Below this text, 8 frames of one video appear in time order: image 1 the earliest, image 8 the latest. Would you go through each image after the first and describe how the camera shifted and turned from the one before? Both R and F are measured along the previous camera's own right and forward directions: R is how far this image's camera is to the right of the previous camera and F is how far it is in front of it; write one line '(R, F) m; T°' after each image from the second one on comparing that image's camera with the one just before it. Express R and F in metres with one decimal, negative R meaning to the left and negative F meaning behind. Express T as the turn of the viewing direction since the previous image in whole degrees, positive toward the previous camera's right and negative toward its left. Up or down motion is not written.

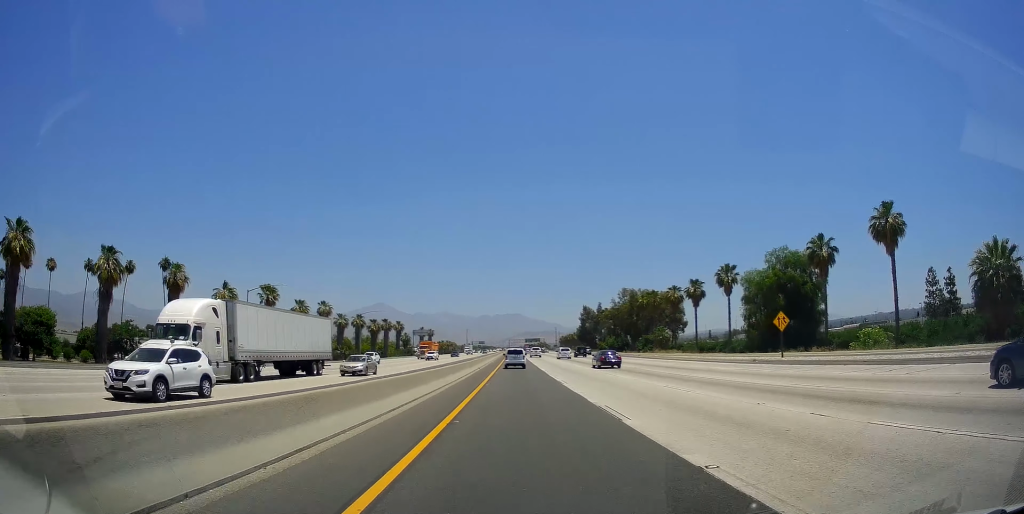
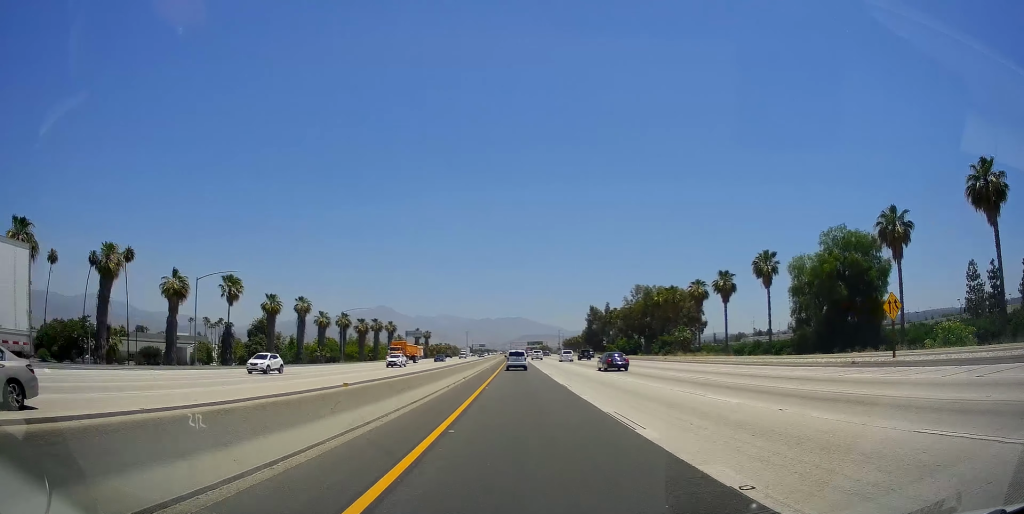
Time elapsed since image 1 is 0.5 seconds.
(0.0, +15.5) m; 0°
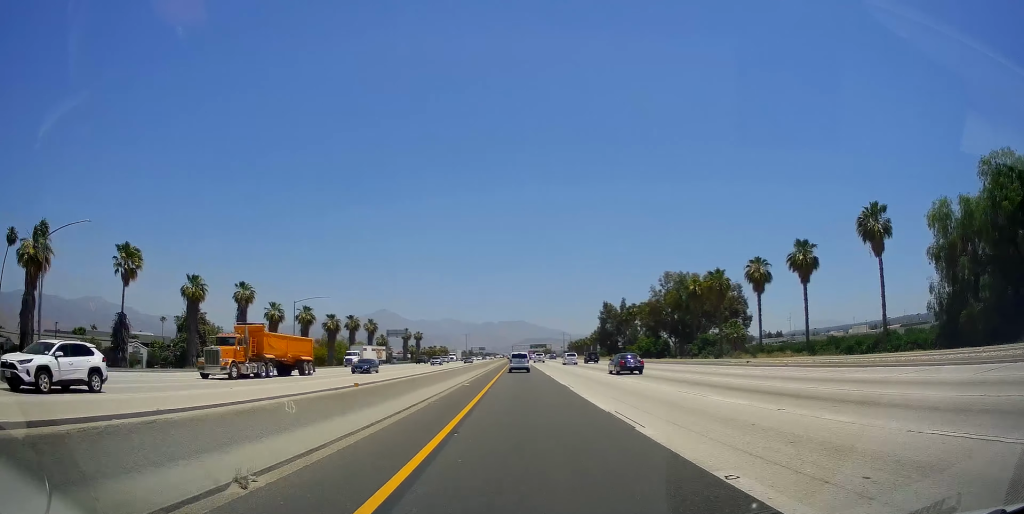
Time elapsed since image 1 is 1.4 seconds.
(0.0, +28.2) m; 0°
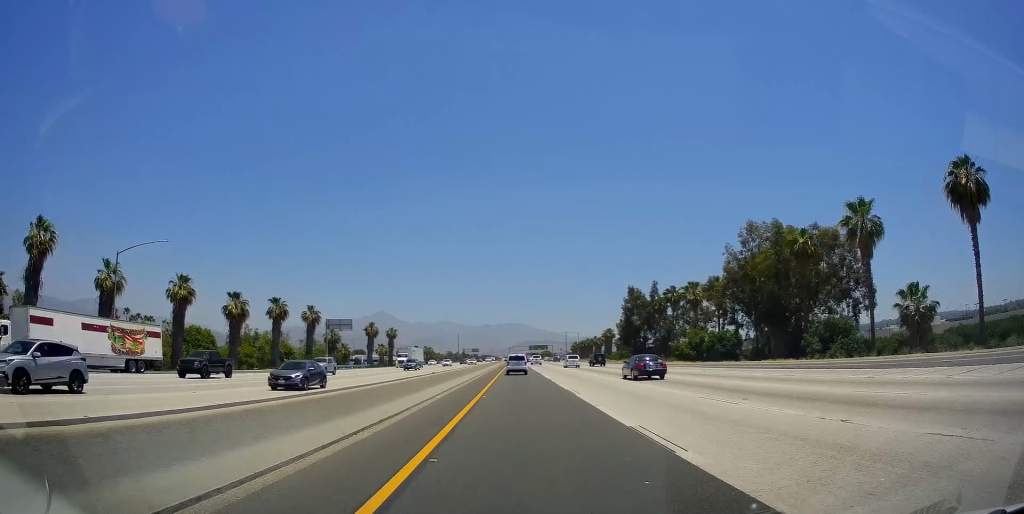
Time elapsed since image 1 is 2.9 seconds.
(0.0, +46.3) m; 0°
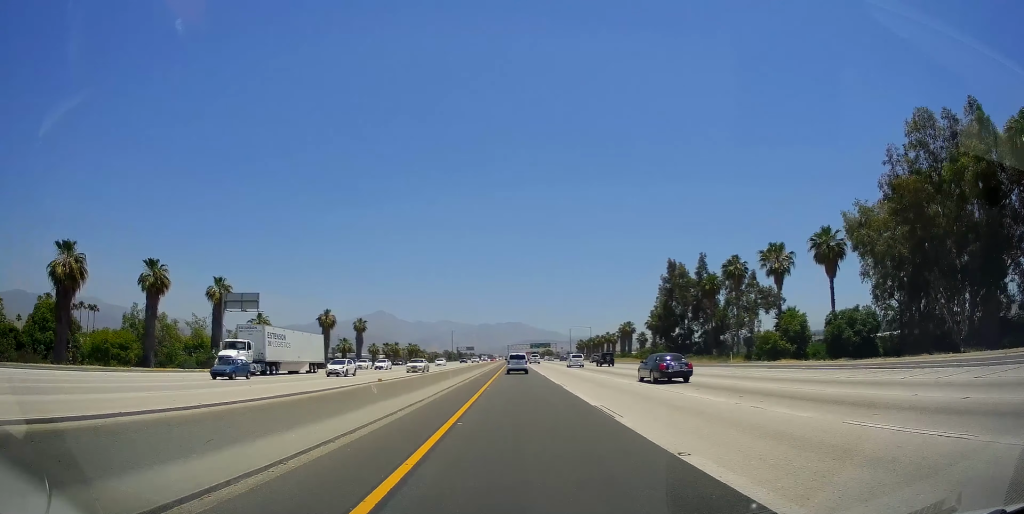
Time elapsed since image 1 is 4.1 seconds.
(0.0, +40.3) m; 0°
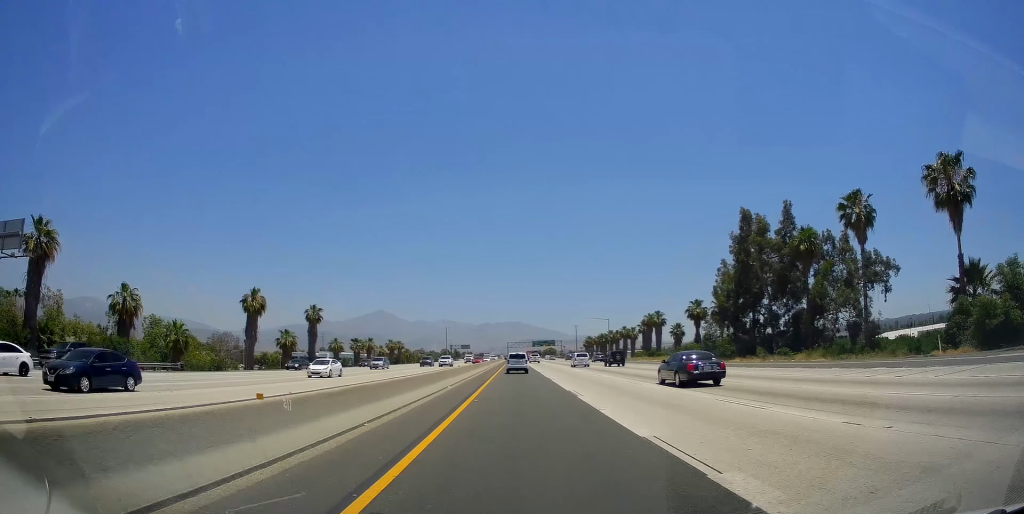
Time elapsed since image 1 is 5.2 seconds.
(0.0, +35.4) m; 0°
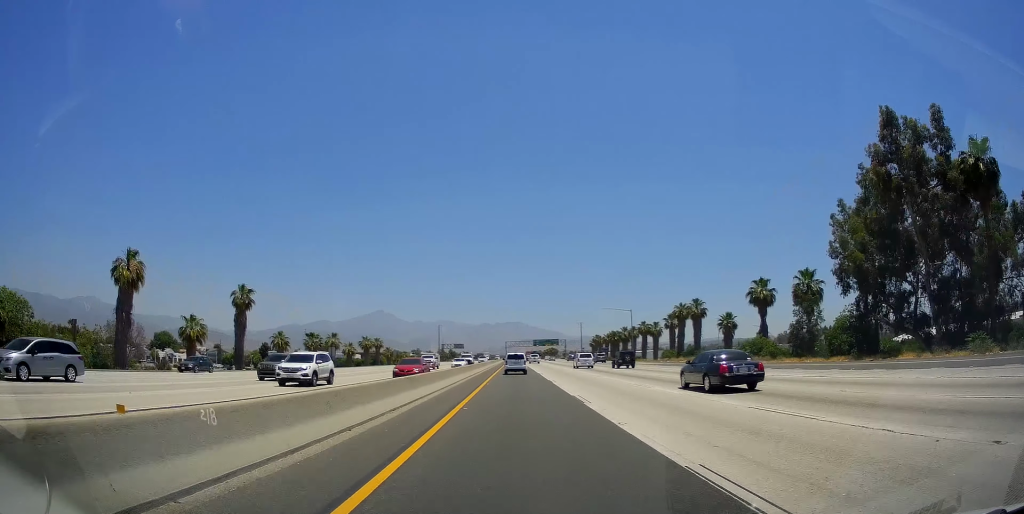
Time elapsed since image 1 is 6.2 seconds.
(0.0, +30.9) m; 0°
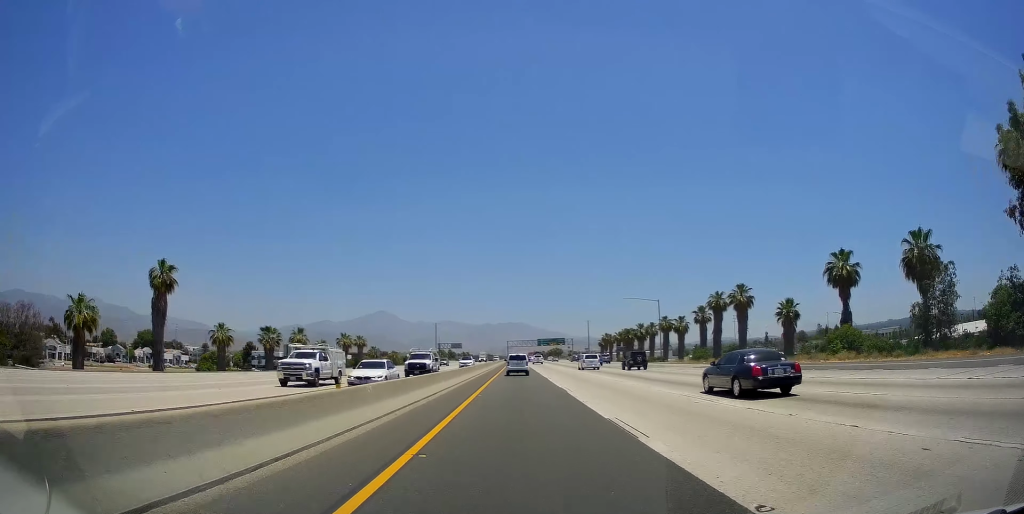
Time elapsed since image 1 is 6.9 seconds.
(0.0, +22.3) m; 0°
